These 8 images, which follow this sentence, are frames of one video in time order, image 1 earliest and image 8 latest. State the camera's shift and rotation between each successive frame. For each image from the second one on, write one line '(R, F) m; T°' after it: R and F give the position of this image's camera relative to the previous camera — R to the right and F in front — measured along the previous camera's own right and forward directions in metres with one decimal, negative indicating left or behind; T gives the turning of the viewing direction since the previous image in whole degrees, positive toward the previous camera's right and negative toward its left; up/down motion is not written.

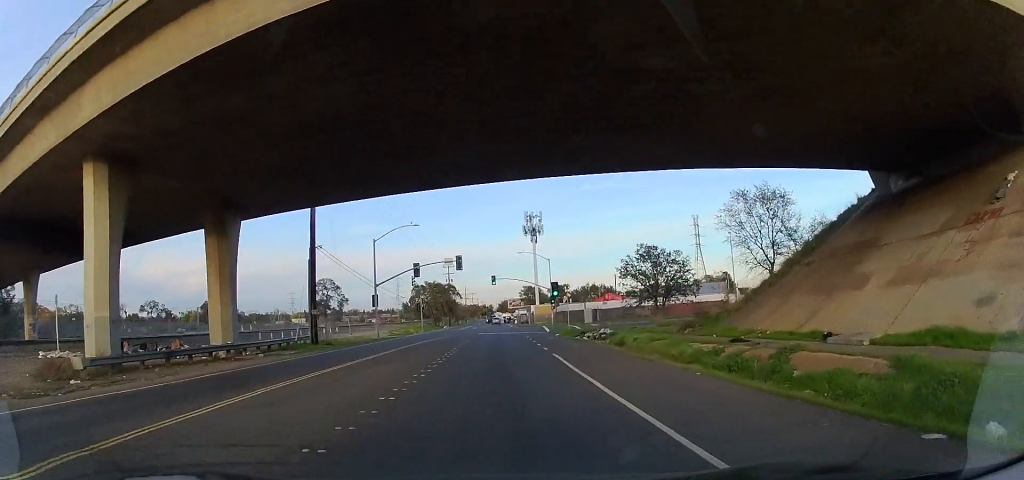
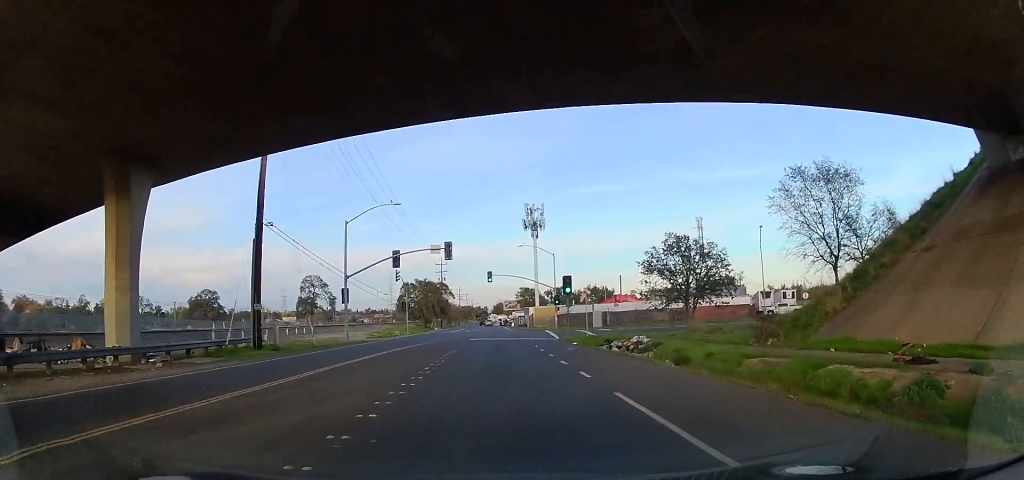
(-0.3, +9.8) m; 0°
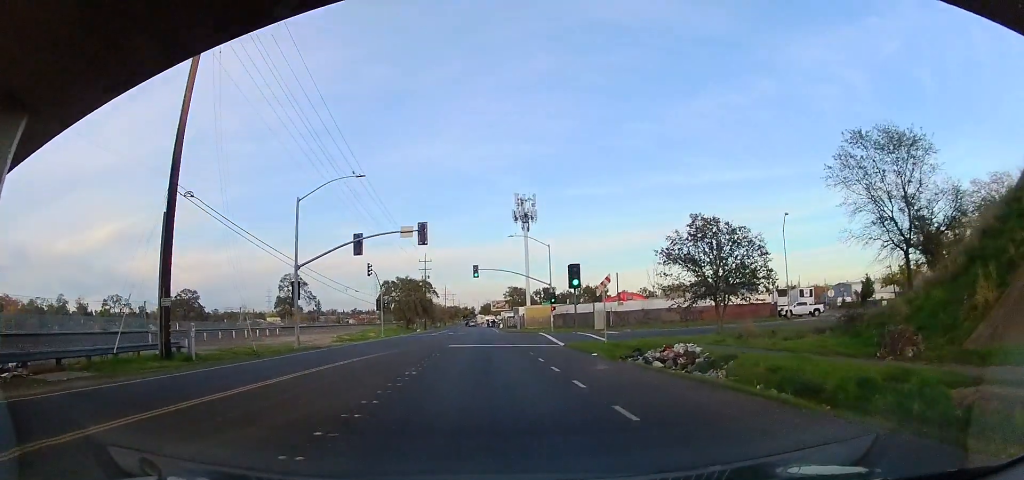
(+0.4, +8.2) m; +3°
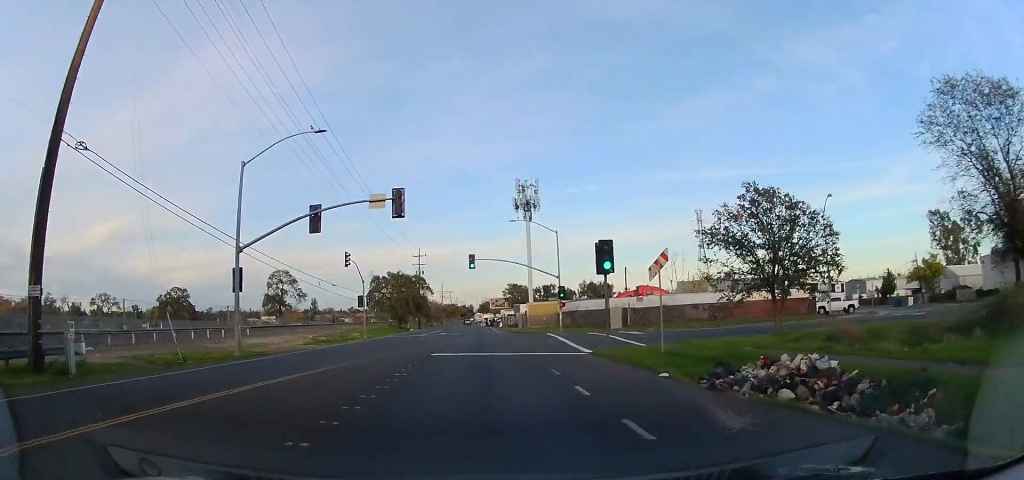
(0.0, +7.8) m; -2°
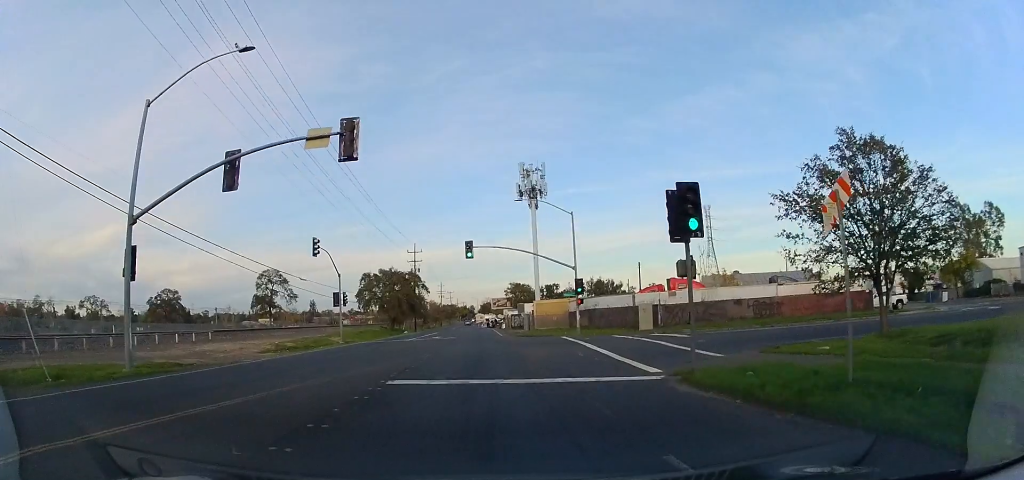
(-0.2, +8.5) m; -1°
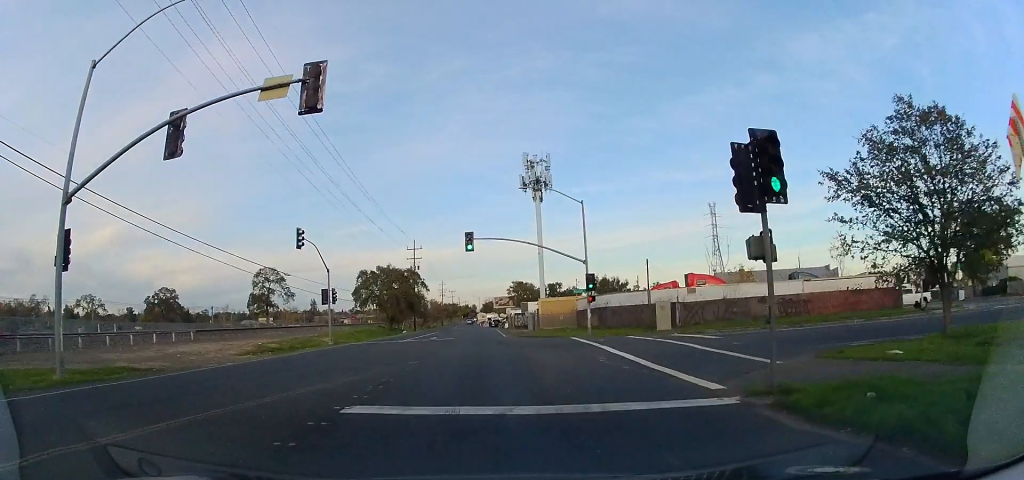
(+0.2, +3.5) m; -1°
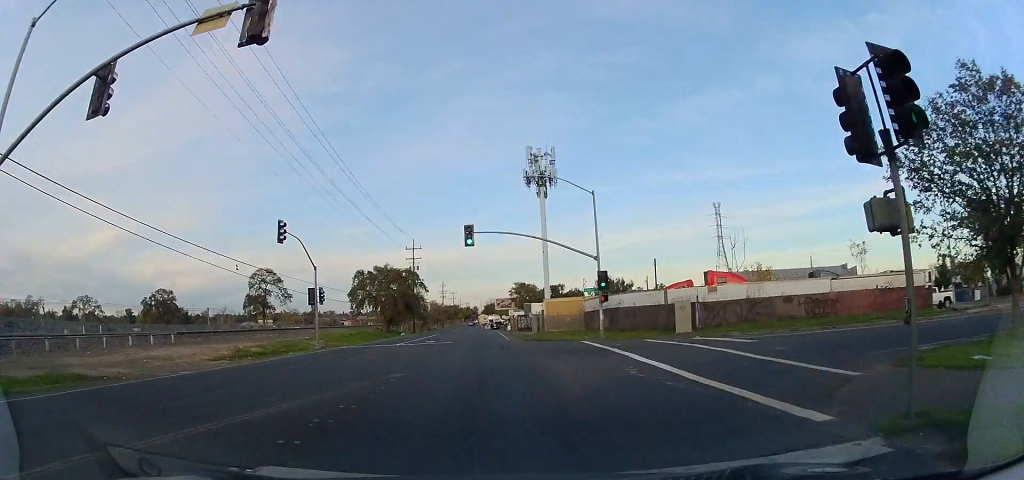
(+0.1, +3.3) m; -1°
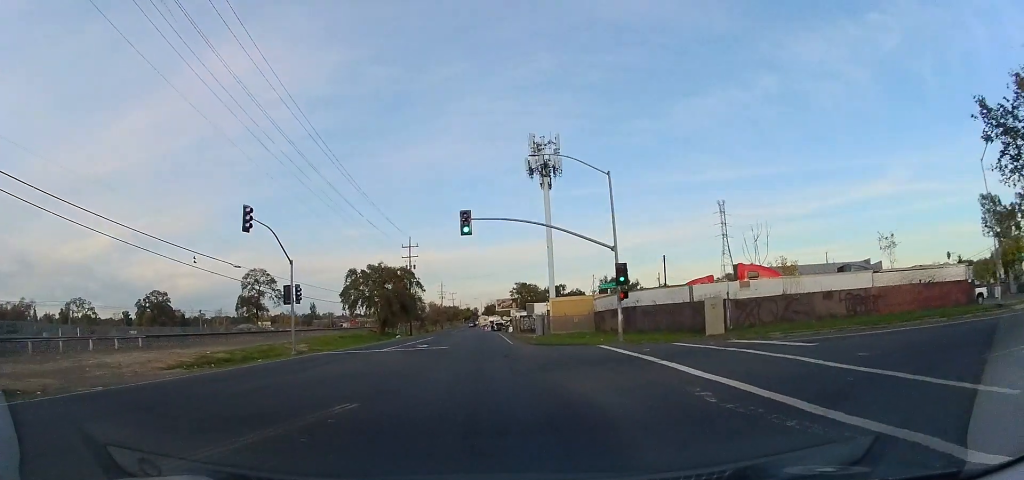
(-0.4, +4.5) m; 0°
